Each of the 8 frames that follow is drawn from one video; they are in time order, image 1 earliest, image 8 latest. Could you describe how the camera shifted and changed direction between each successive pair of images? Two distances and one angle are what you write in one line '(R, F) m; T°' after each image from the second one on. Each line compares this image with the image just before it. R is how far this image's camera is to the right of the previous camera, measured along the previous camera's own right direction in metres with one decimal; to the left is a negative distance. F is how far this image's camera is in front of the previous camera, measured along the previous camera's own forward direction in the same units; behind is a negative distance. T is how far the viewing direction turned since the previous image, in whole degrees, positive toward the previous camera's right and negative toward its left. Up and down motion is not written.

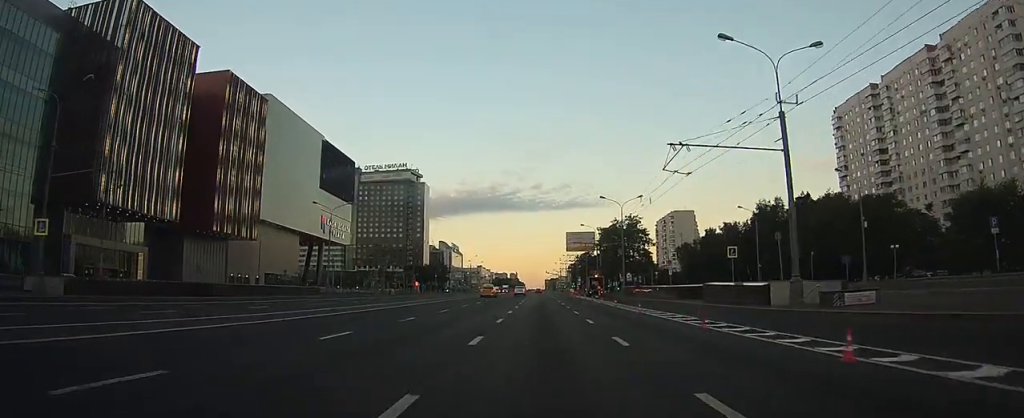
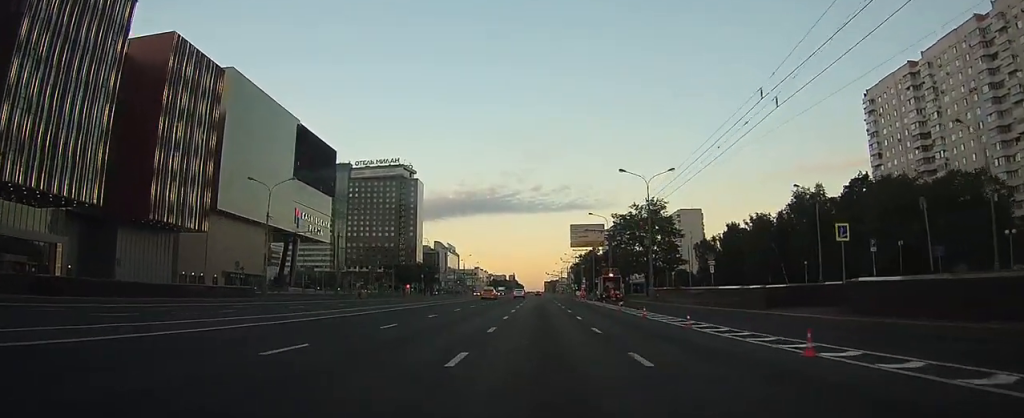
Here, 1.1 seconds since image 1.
(-0.1, +19.1) m; -1°
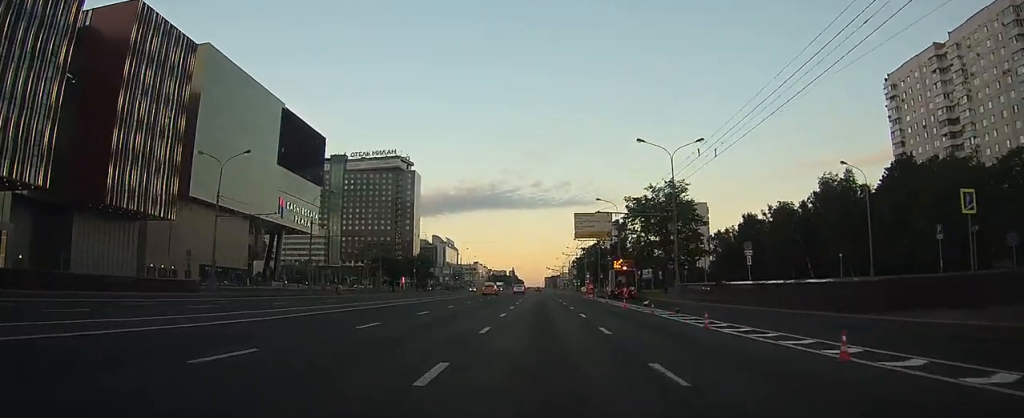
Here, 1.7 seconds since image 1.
(0.0, +10.4) m; -1°
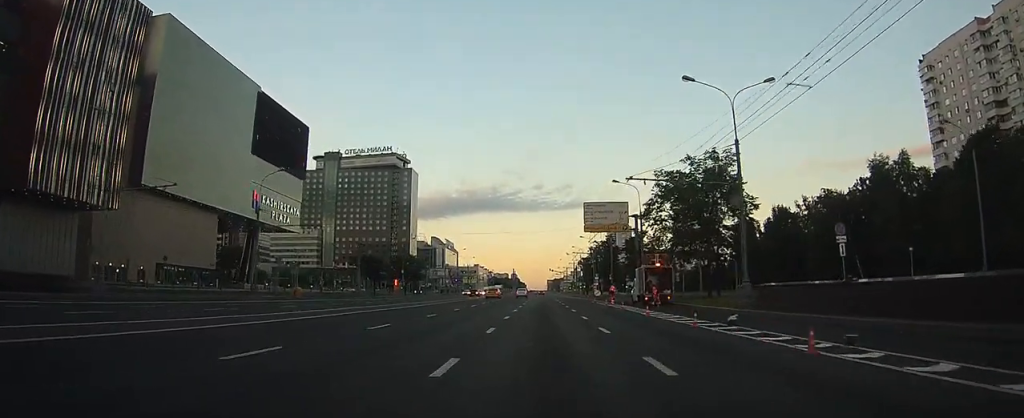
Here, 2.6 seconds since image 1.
(-0.2, +14.9) m; -1°
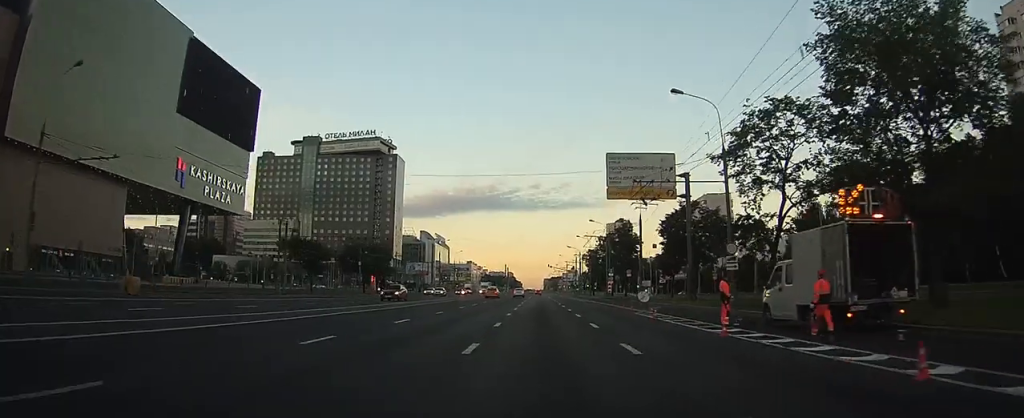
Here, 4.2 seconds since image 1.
(0.0, +28.4) m; +1°
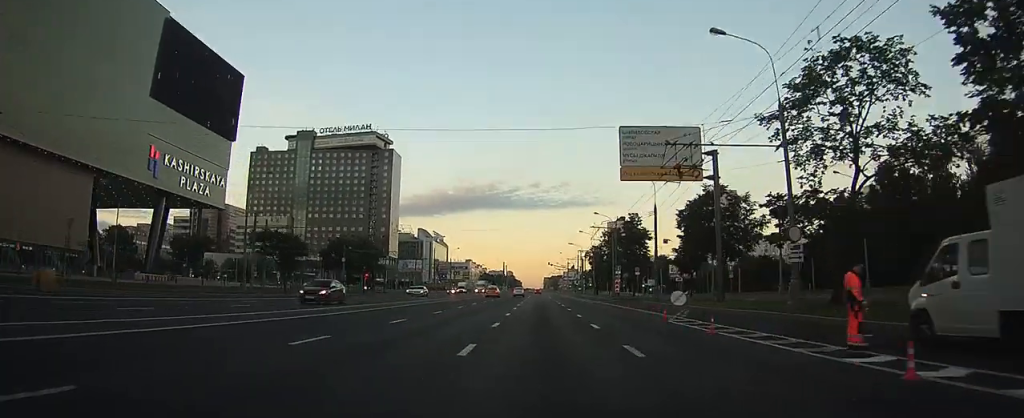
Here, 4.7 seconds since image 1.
(0.0, +8.2) m; 0°
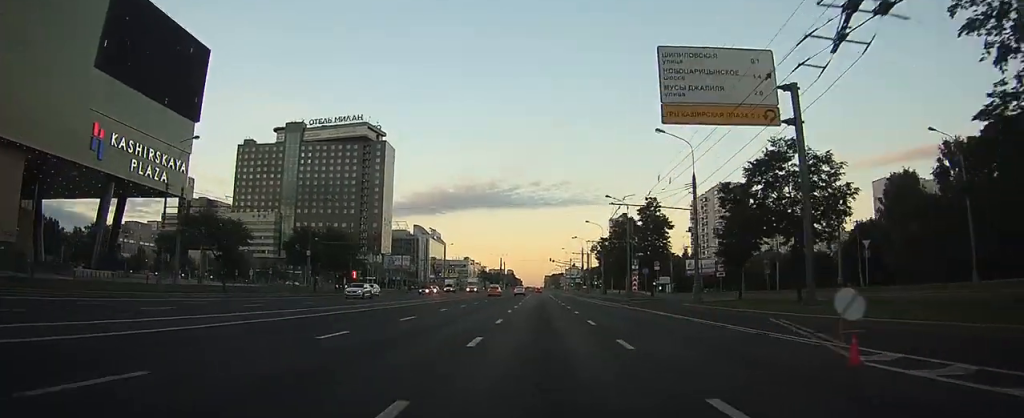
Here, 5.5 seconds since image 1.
(+0.1, +14.2) m; 0°
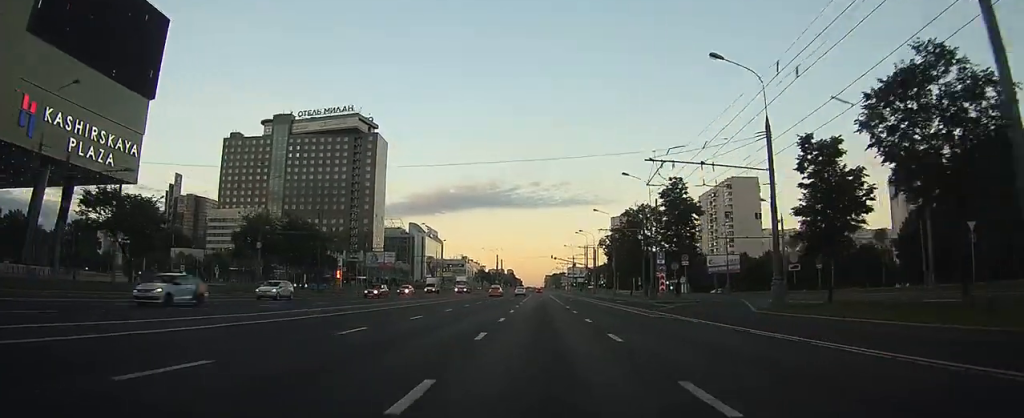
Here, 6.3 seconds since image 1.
(-0.1, +14.3) m; 0°
